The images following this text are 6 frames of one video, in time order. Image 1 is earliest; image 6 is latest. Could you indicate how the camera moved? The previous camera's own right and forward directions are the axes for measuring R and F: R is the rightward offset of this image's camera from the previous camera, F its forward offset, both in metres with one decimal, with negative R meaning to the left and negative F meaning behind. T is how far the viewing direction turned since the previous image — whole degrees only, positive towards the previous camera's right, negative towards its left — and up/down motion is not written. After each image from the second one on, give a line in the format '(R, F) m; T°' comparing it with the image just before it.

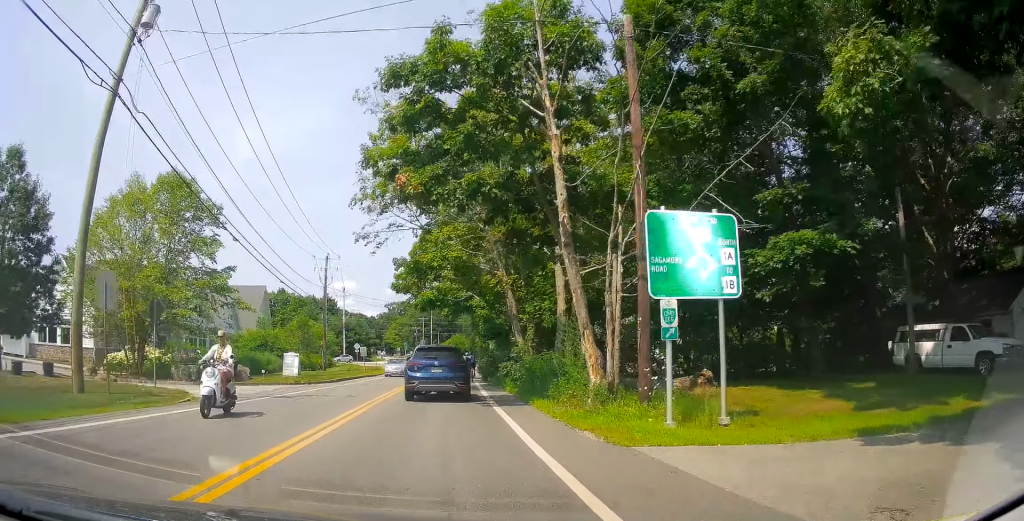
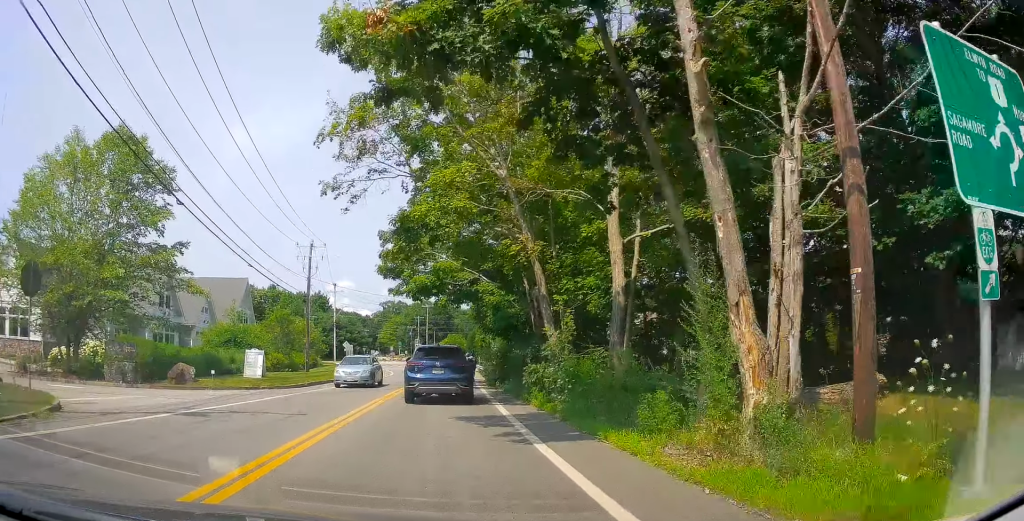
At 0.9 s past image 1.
(0.0, +6.2) m; -2°
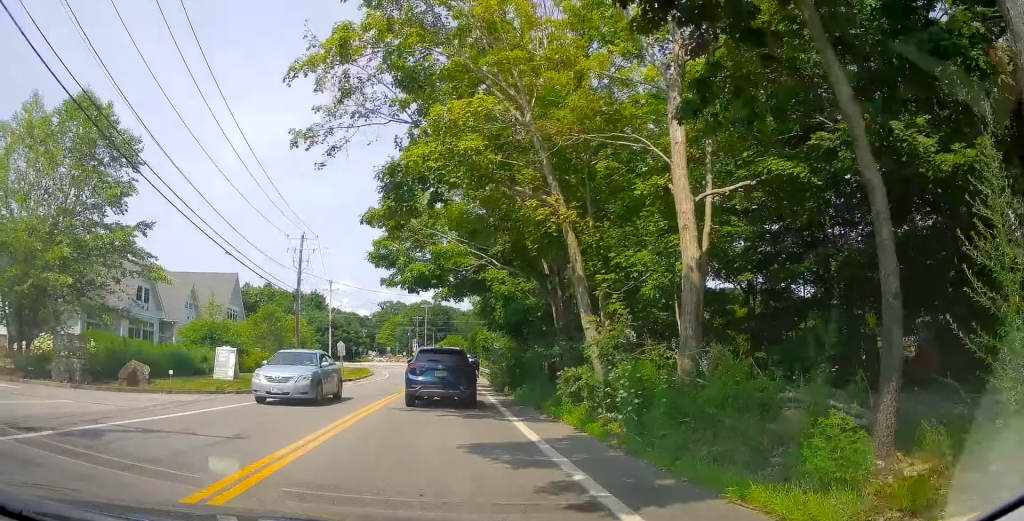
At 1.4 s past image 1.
(+0.1, +3.6) m; -3°
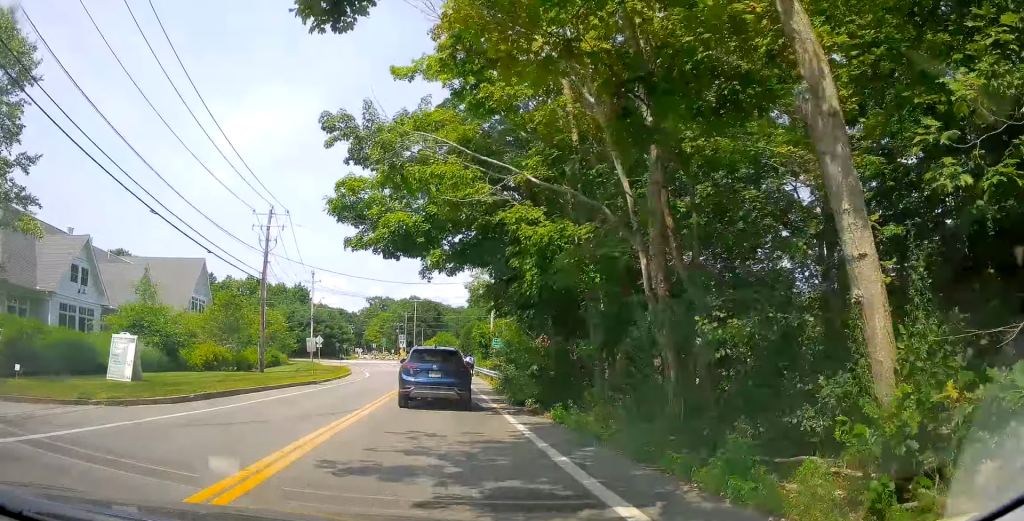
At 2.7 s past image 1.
(-0.5, +7.8) m; 0°
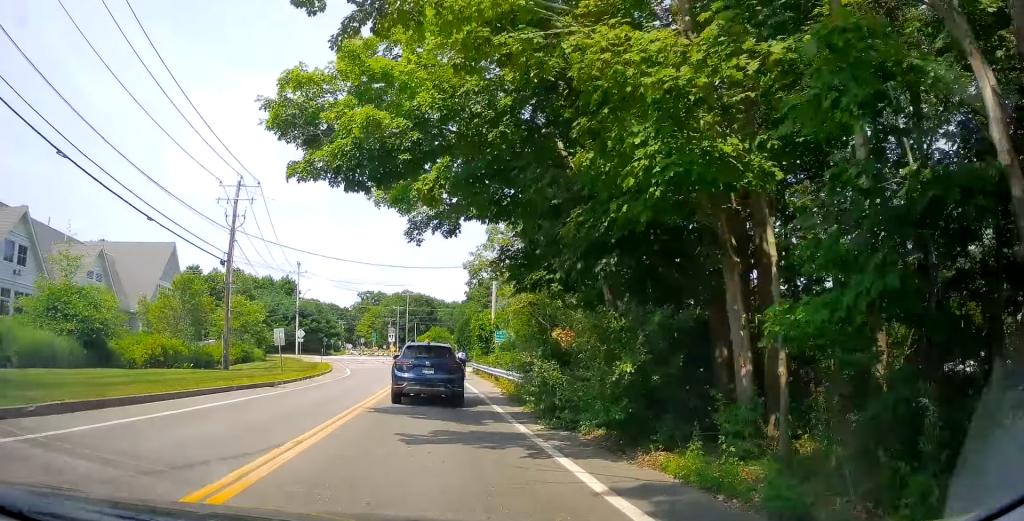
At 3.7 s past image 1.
(+0.5, +6.6) m; +4°
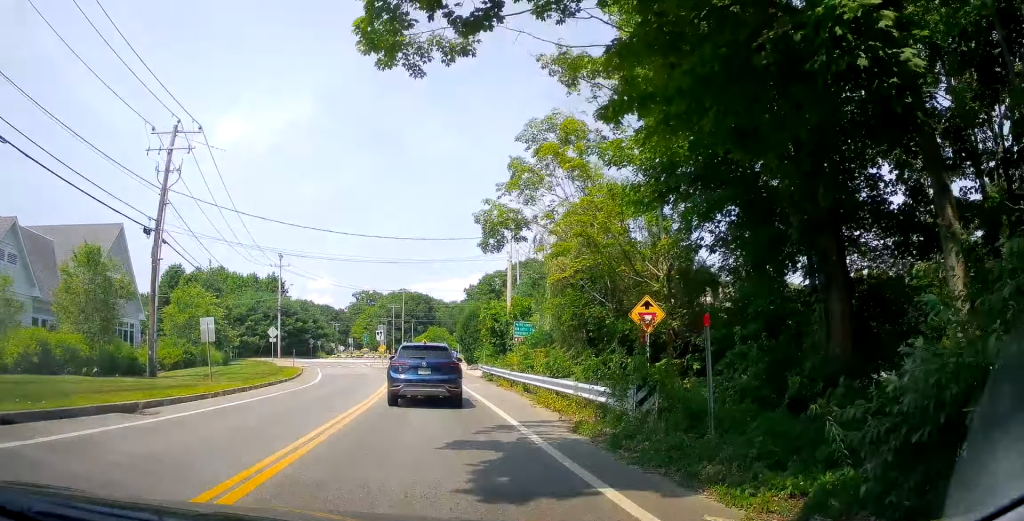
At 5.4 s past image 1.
(0.0, +10.2) m; +1°
